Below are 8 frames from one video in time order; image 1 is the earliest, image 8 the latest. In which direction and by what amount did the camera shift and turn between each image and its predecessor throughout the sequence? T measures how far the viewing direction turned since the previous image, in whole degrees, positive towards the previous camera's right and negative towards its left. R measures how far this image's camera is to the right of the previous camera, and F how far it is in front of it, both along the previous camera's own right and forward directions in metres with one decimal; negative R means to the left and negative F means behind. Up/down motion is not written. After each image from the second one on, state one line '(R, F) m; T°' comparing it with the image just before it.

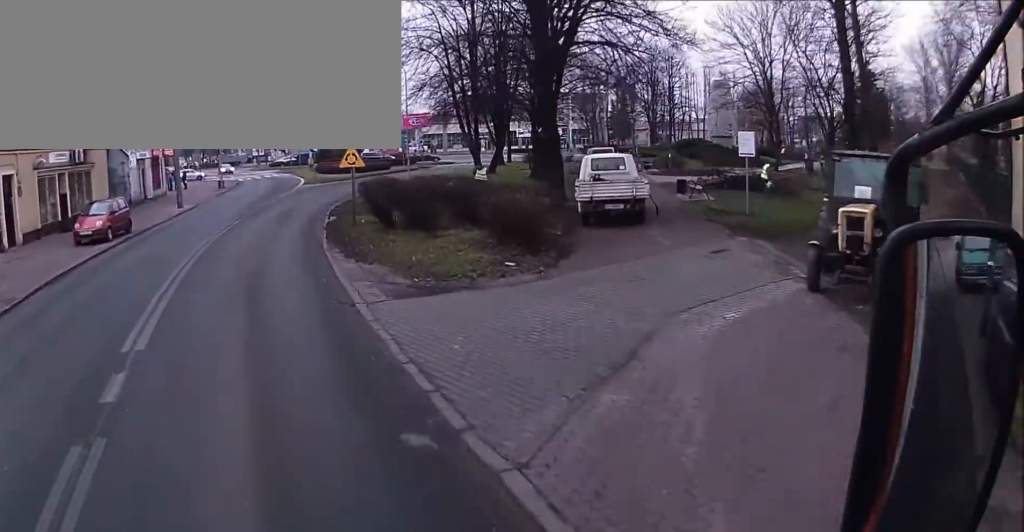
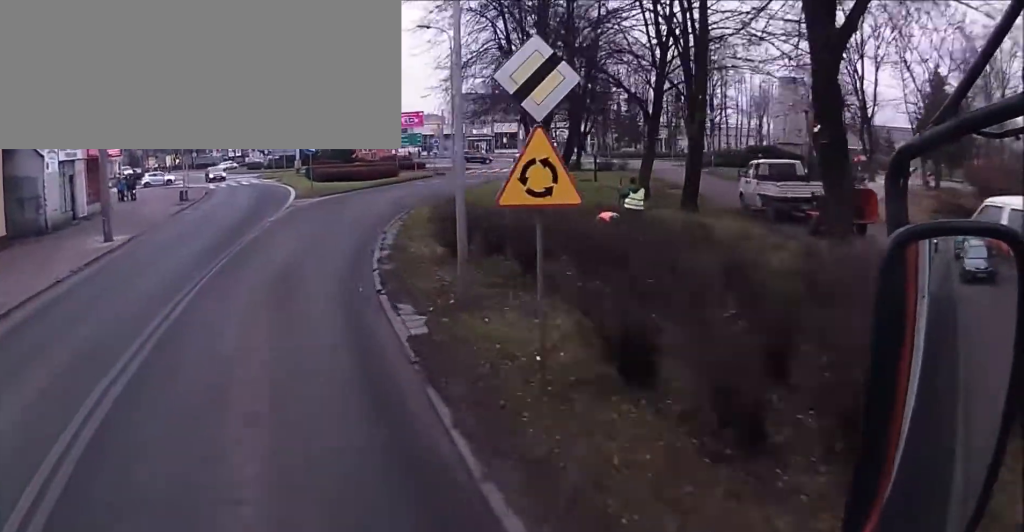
(+1.3, +12.1) m; +10°
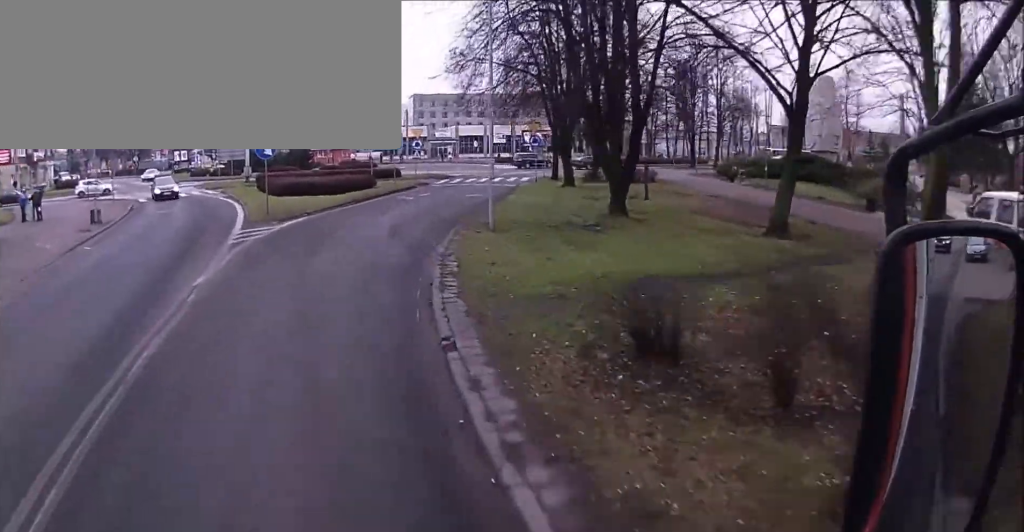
(+0.3, +9.8) m; +4°
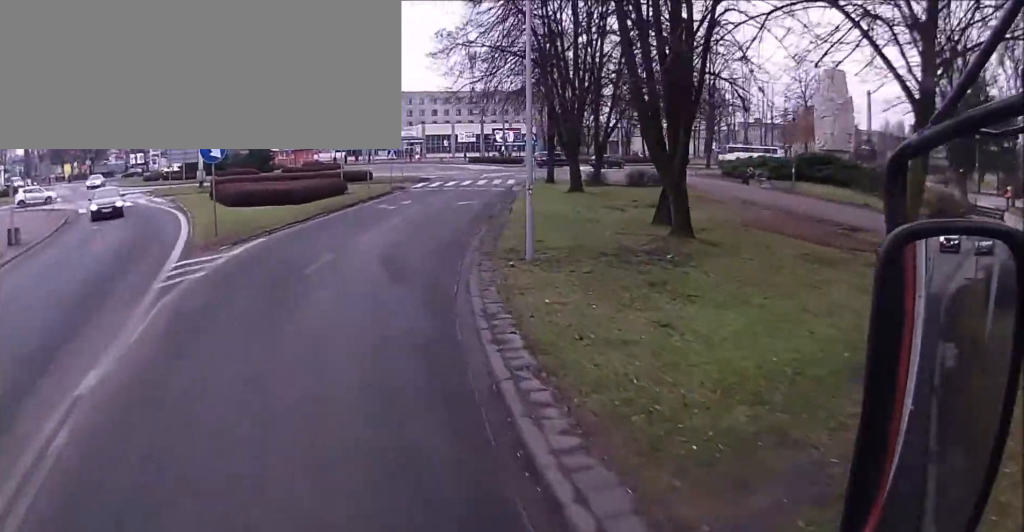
(-0.1, +5.2) m; +3°
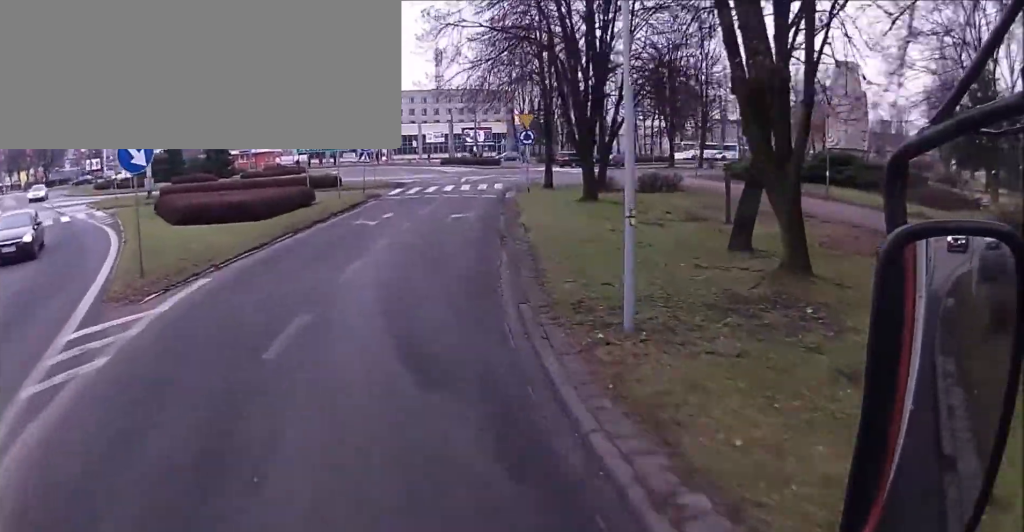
(+0.3, +4.8) m; +6°
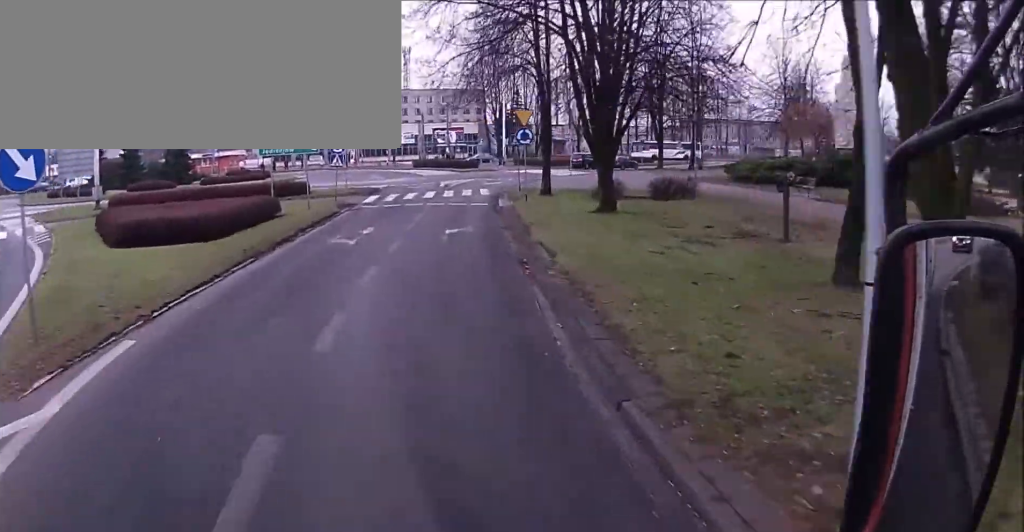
(+0.1, +3.9) m; +4°
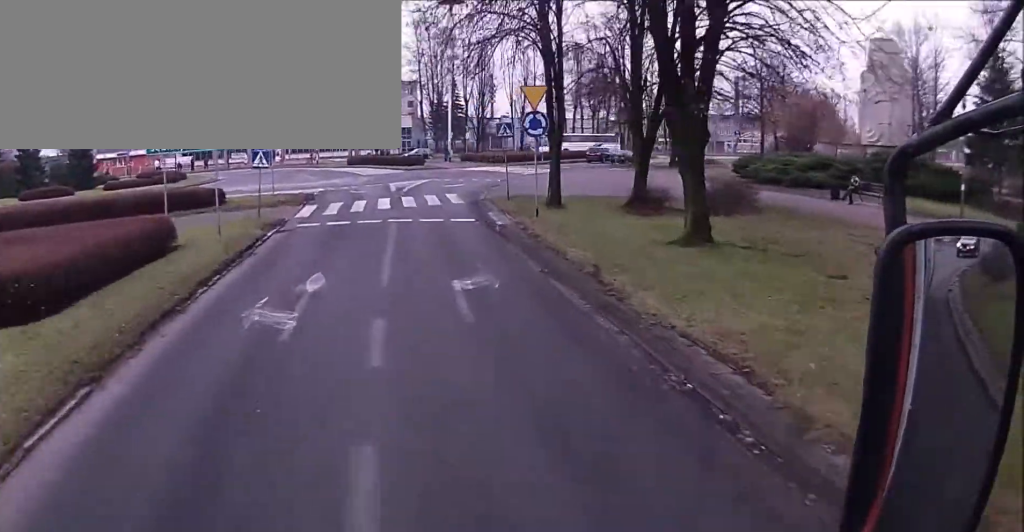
(+0.6, +8.4) m; +4°
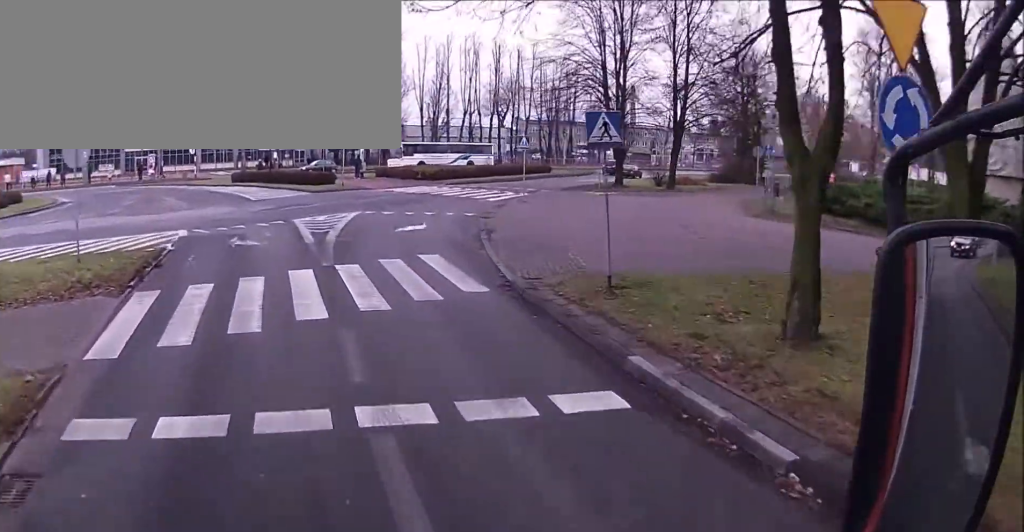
(+0.5, +14.4) m; +6°
